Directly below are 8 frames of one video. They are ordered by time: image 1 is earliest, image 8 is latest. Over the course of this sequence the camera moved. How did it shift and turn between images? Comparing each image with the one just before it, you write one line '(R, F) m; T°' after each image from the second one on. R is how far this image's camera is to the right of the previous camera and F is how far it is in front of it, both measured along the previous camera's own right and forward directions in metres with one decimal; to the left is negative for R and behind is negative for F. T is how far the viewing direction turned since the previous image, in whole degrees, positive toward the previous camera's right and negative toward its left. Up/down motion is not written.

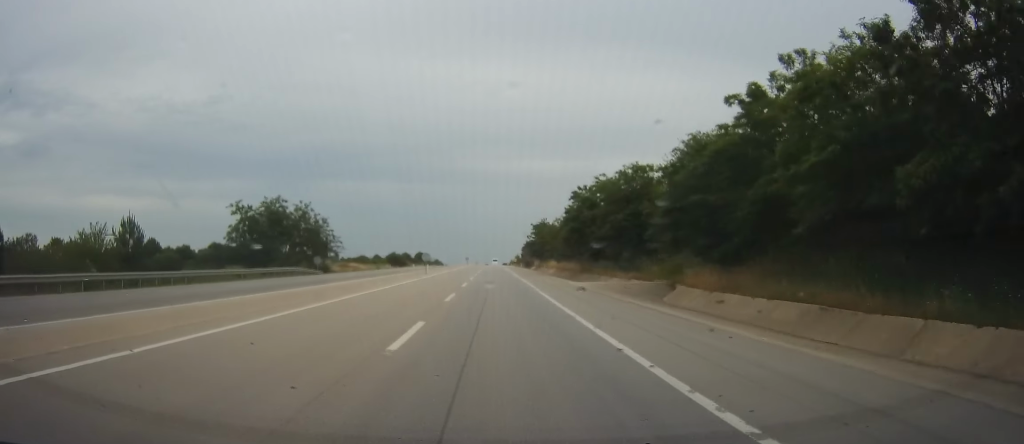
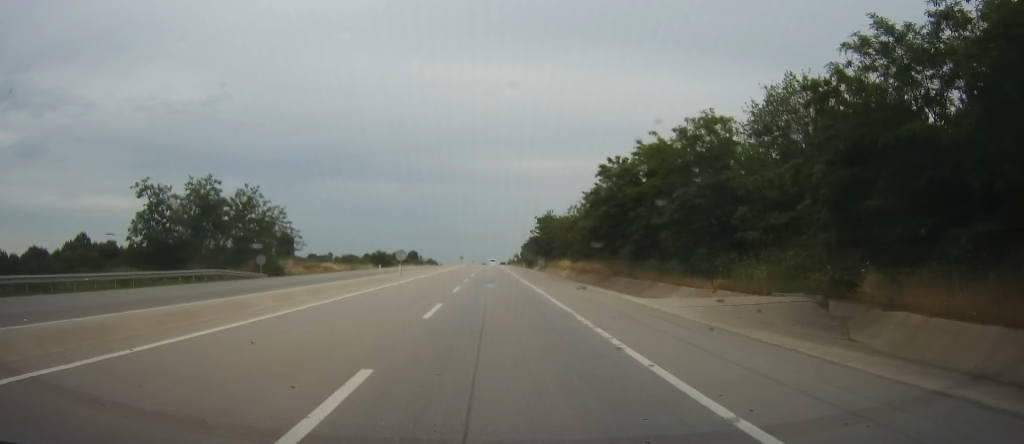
(+0.3, +19.0) m; +1°
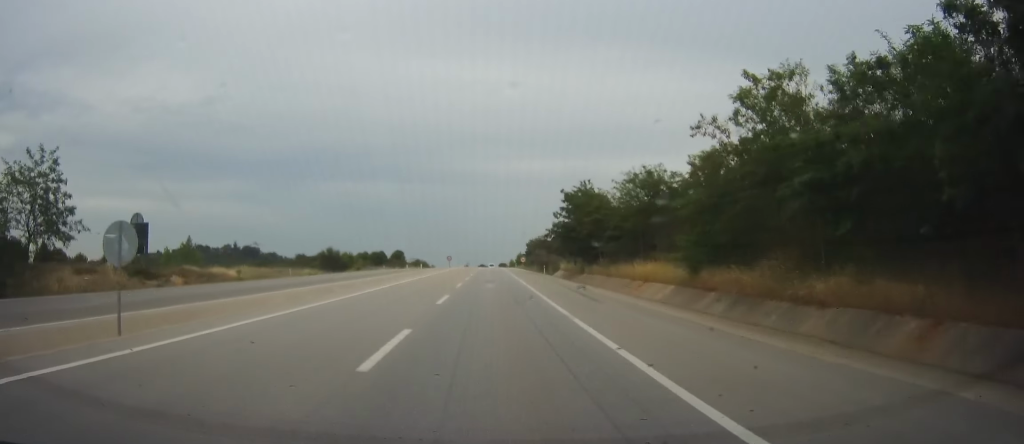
(-0.1, +43.8) m; 0°
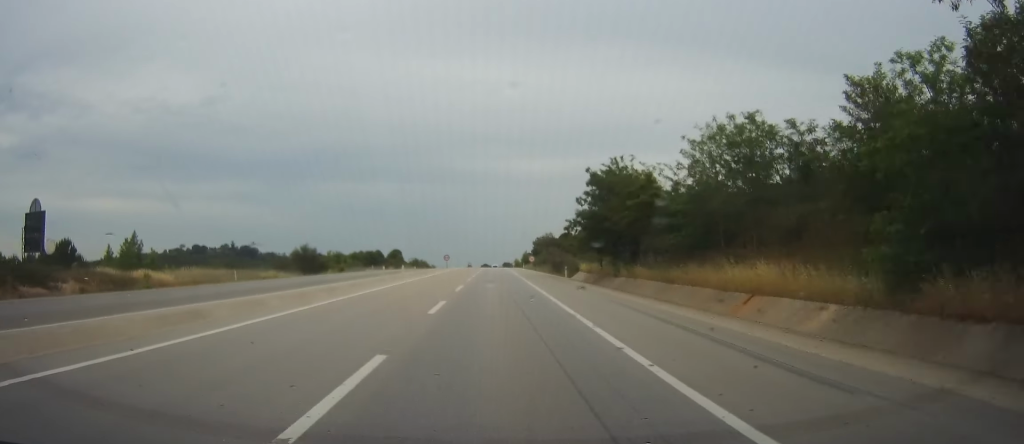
(+0.1, +15.5) m; 0°
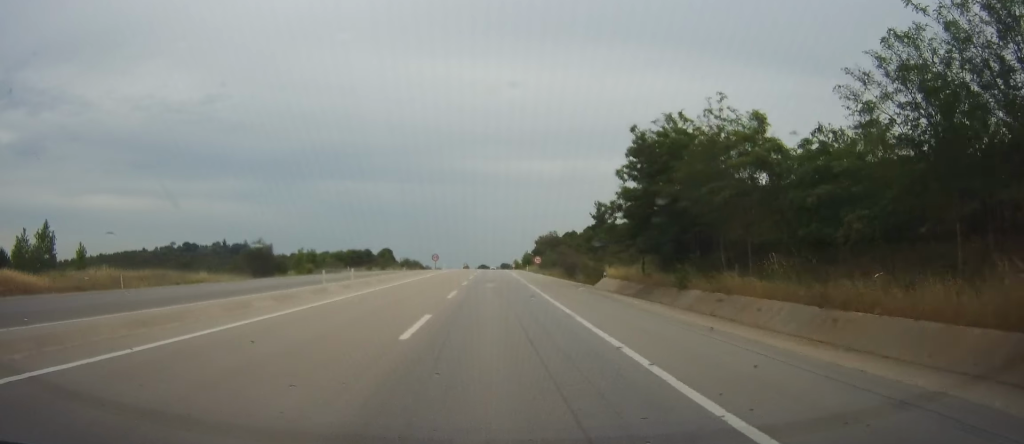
(0.0, +17.3) m; 0°
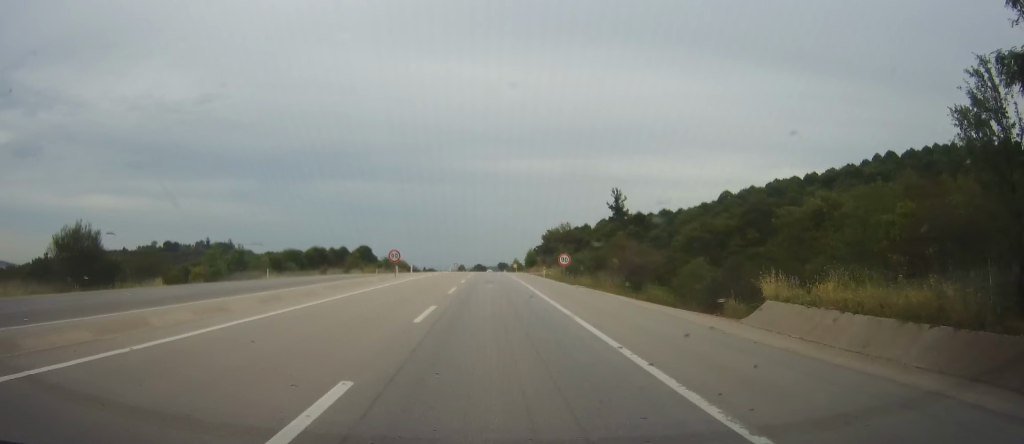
(0.0, +33.4) m; 0°
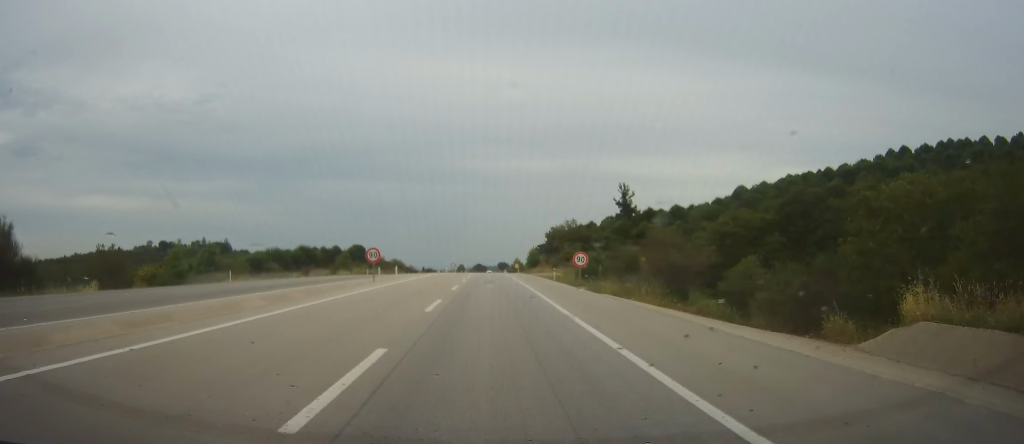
(0.0, +9.7) m; 0°
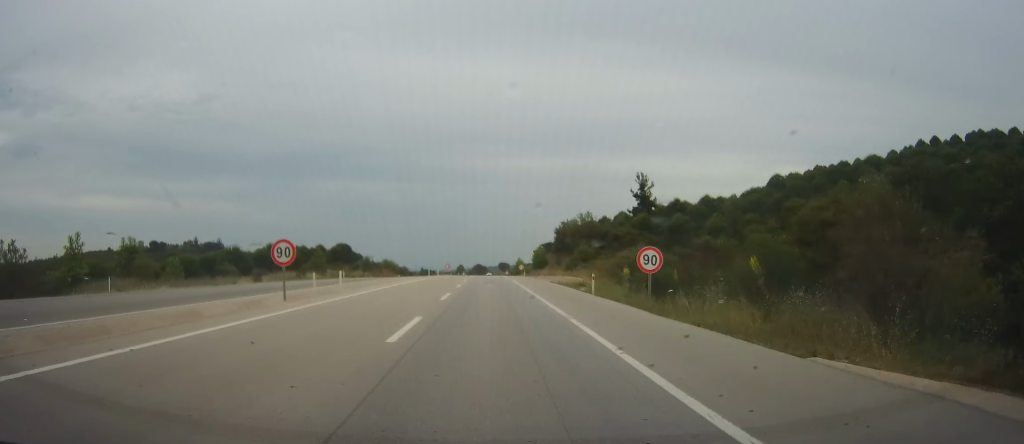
(+0.1, +18.1) m; 0°
